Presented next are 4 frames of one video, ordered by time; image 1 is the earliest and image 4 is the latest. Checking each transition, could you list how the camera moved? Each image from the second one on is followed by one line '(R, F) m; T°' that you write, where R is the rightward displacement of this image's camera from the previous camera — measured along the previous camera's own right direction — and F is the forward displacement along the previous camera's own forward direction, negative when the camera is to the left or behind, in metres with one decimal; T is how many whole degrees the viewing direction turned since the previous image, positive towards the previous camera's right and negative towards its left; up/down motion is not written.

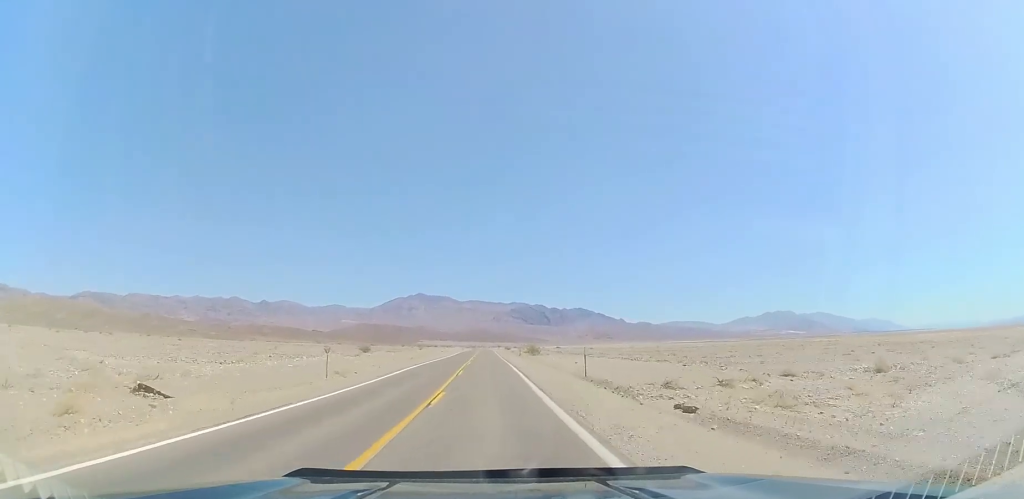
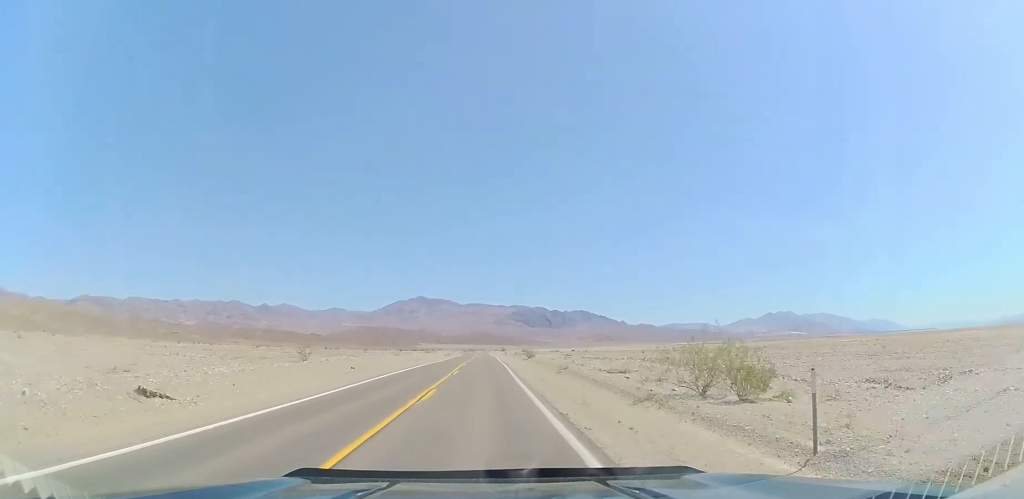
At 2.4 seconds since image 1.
(-0.4, +72.7) m; 0°
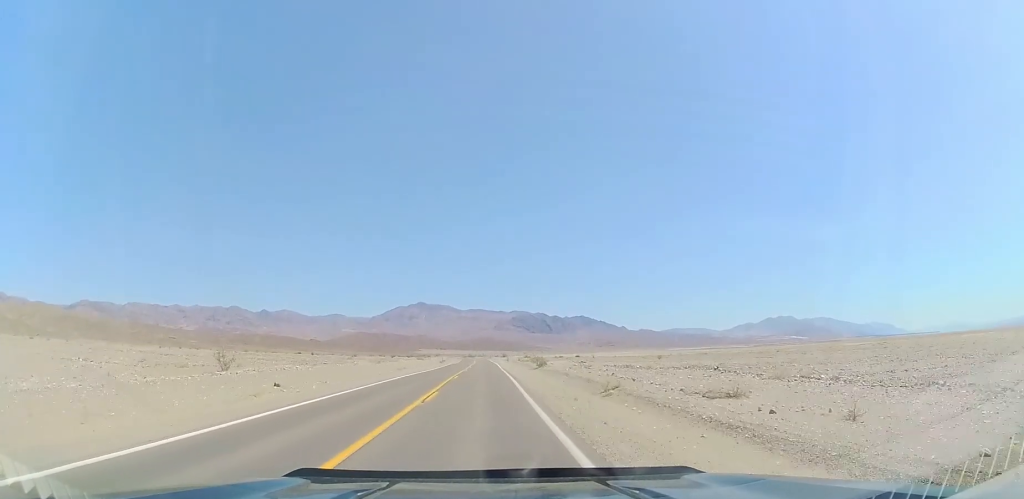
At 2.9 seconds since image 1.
(-0.1, +13.9) m; 0°
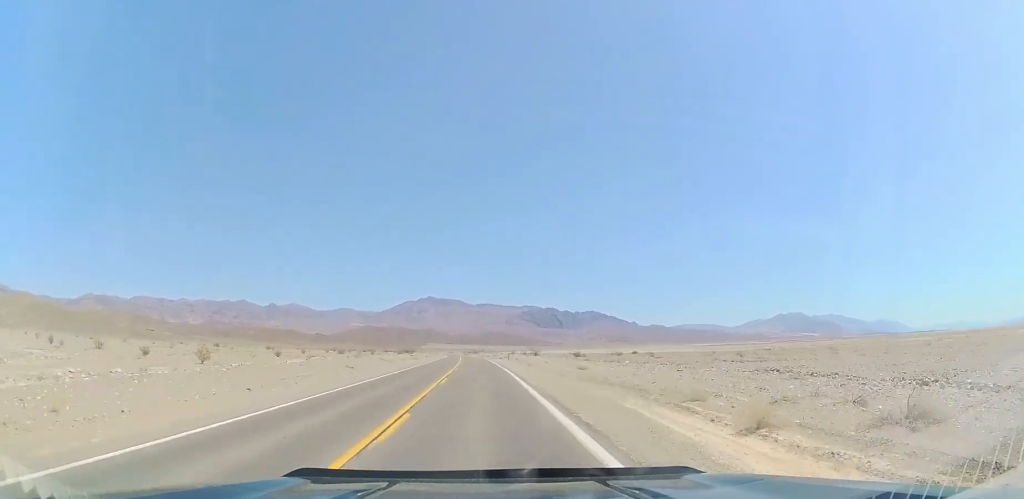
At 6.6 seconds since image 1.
(+0.7, +110.4) m; -1°
